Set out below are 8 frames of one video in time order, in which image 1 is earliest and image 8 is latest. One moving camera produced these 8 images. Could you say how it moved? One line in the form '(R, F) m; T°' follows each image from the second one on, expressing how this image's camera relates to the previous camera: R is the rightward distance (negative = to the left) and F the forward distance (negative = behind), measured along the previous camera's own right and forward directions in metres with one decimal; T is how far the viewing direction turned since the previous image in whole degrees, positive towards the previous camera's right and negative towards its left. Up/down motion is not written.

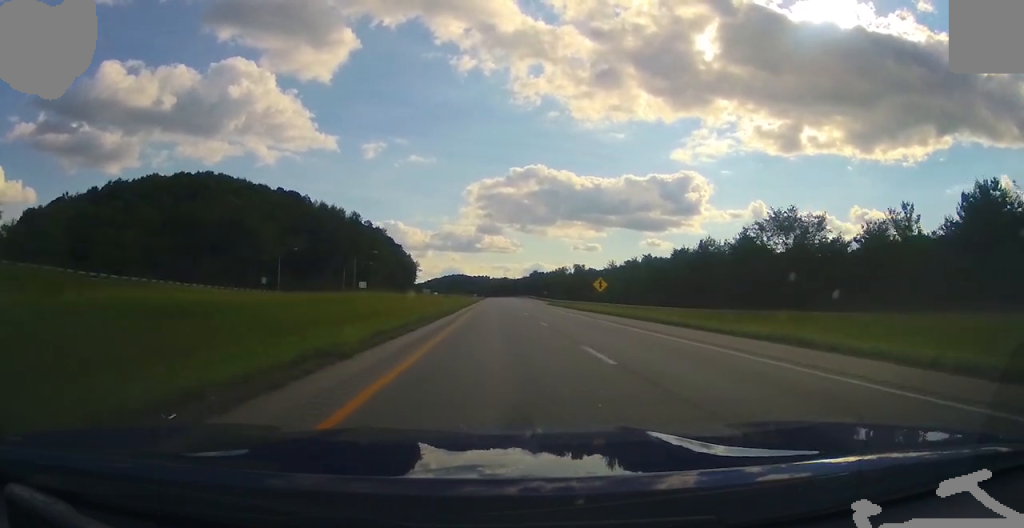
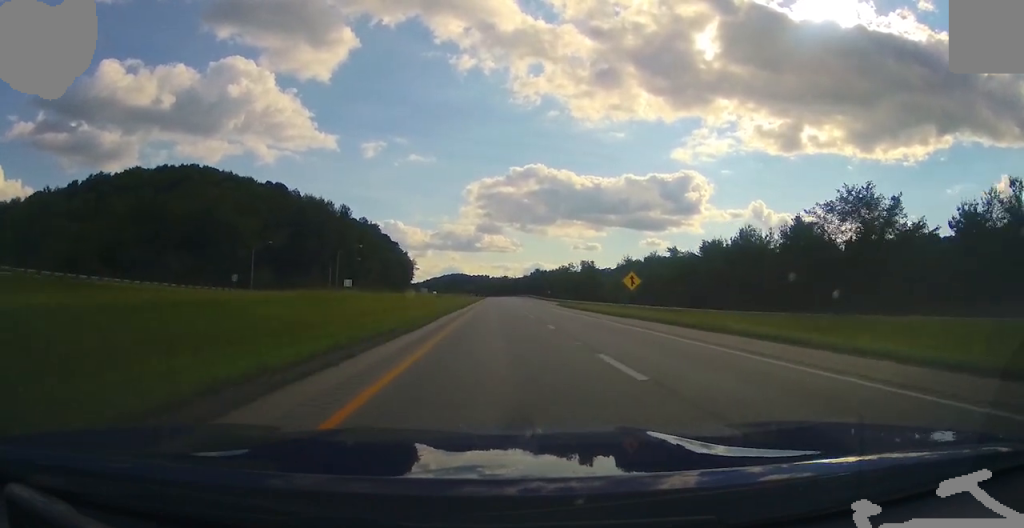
(-0.1, +14.3) m; 0°
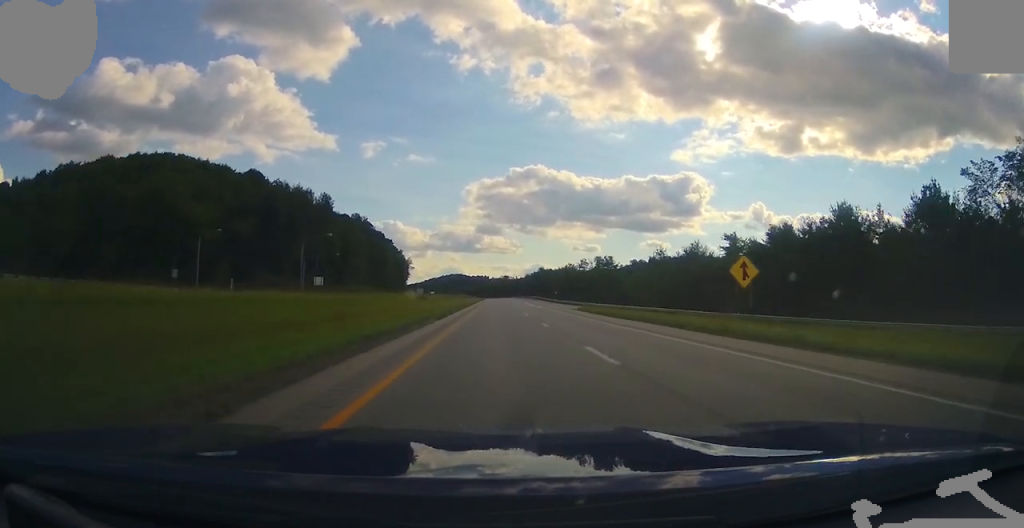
(0.0, +21.9) m; 0°
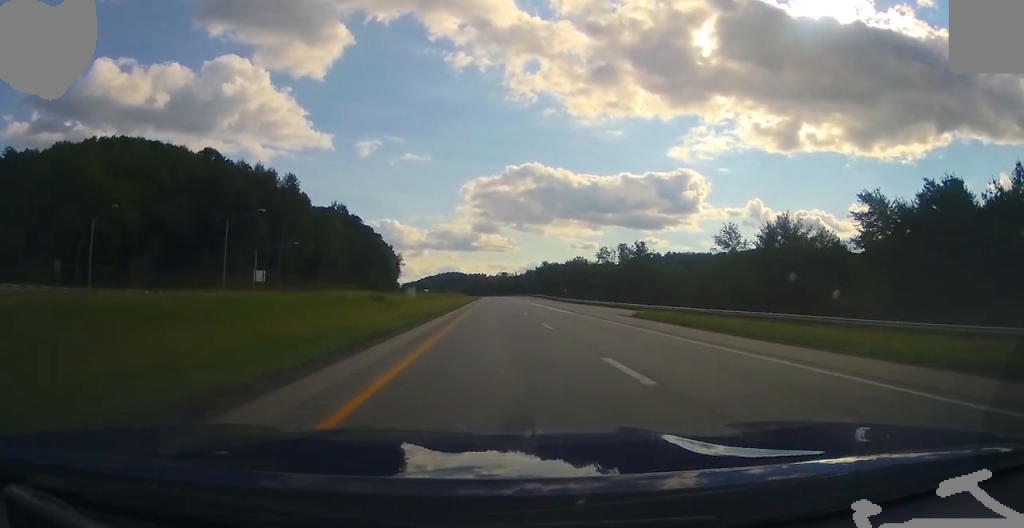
(0.0, +27.3) m; +1°
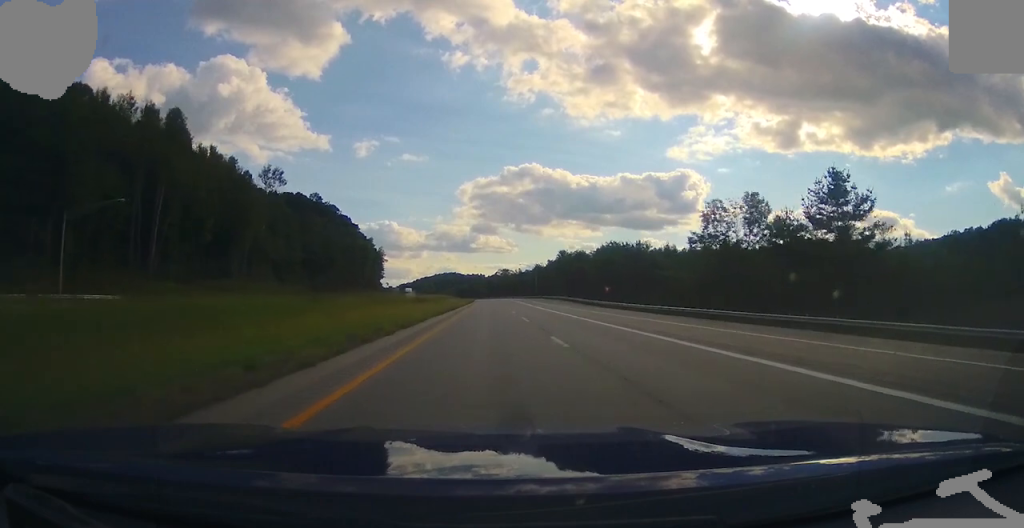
(0.0, +54.9) m; -1°
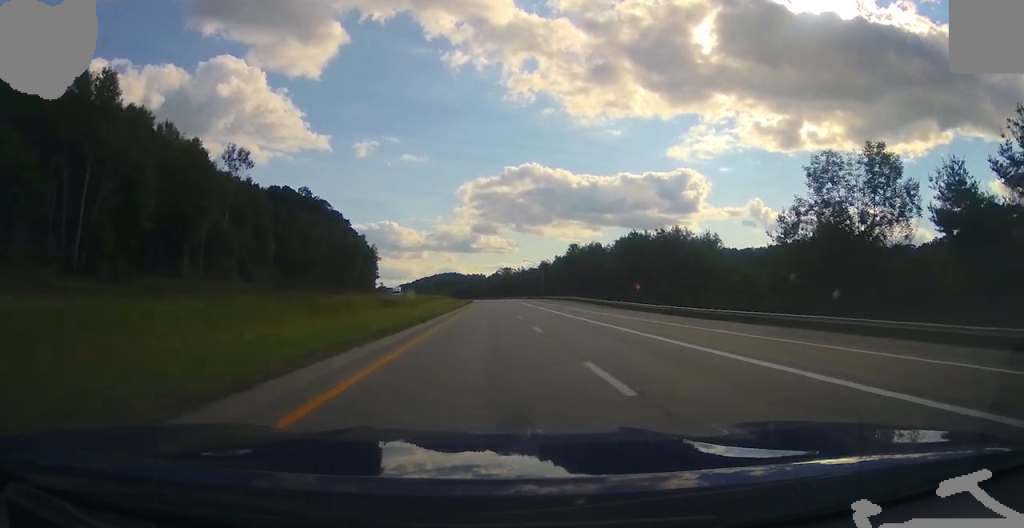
(0.0, +19.1) m; 0°
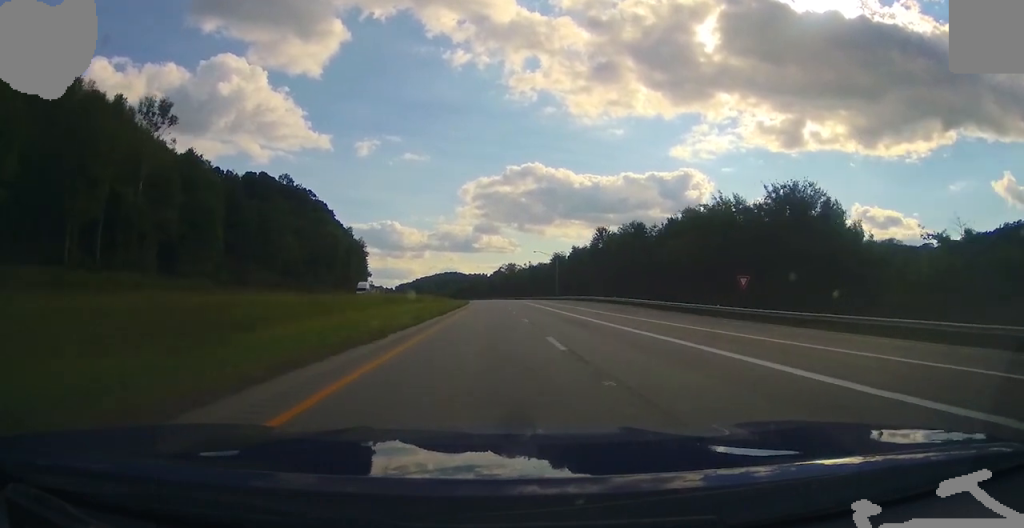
(+0.2, +30.6) m; 0°
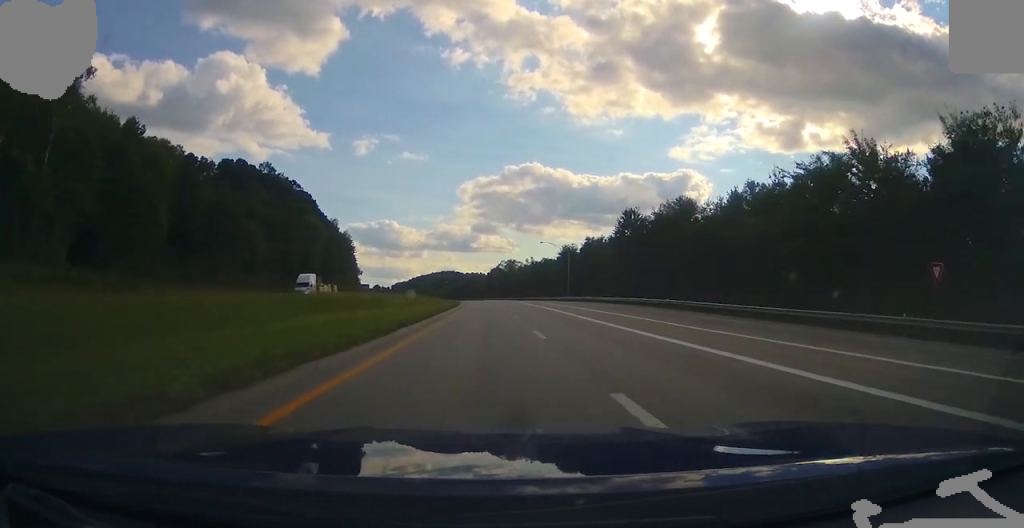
(0.0, +21.0) m; 0°
